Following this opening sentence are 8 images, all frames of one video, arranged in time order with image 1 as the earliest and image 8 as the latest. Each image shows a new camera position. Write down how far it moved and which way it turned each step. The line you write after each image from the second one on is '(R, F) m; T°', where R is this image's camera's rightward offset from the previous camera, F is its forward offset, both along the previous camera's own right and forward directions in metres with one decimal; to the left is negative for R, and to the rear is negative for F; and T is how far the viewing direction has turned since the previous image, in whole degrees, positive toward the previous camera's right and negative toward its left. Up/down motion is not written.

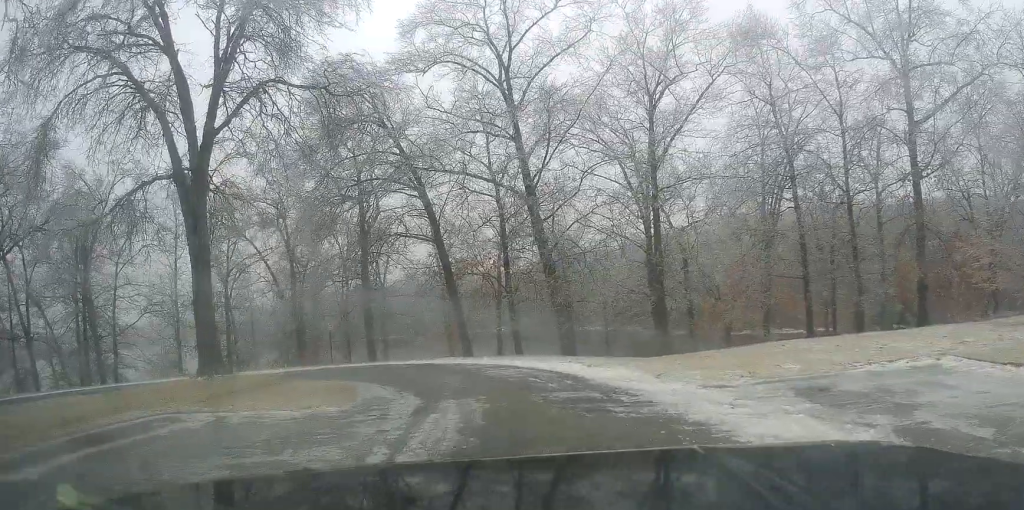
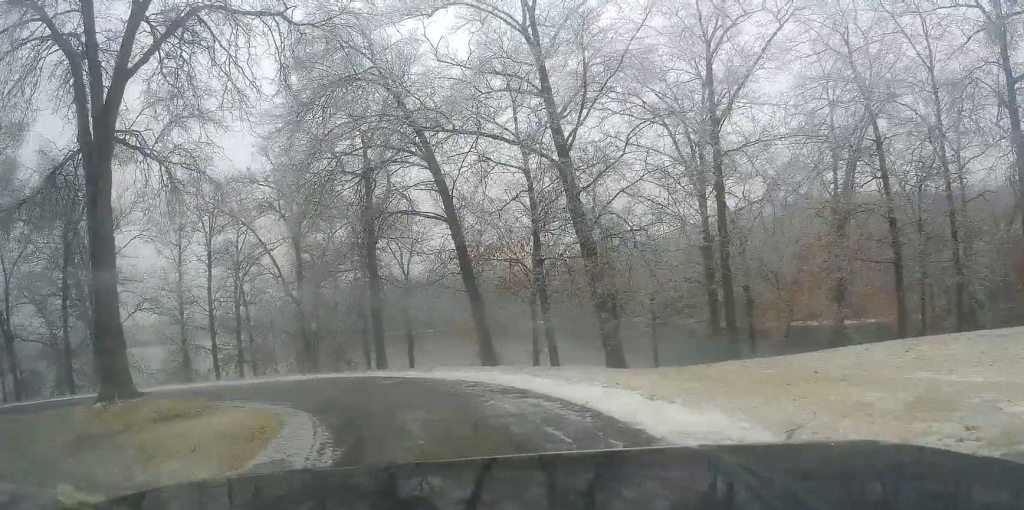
(+0.6, +6.9) m; -2°
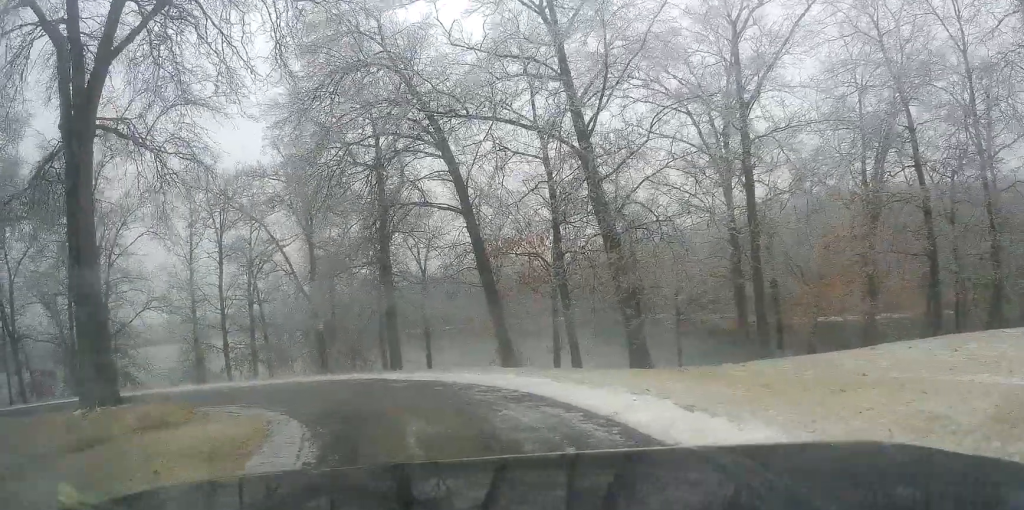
(-0.3, +1.5) m; -4°
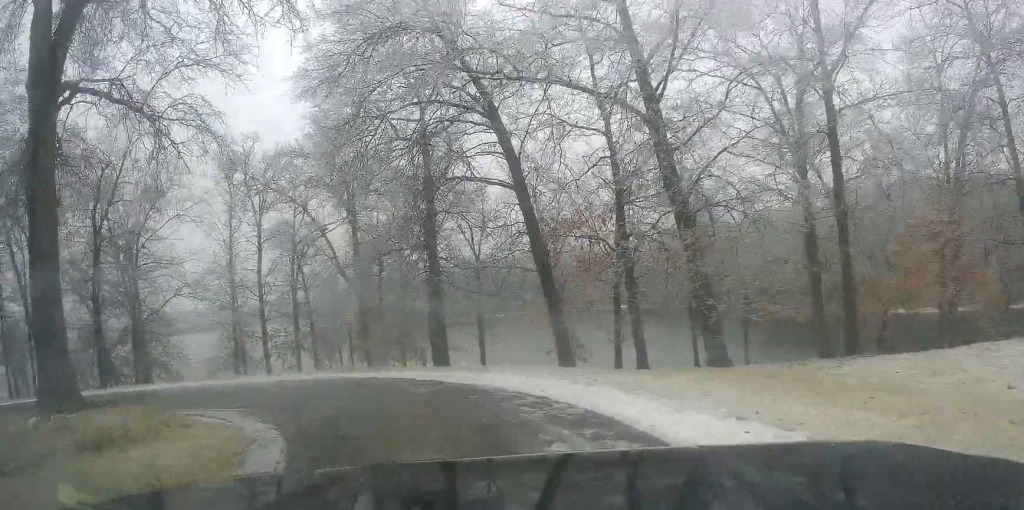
(+0.2, +3.2) m; -7°
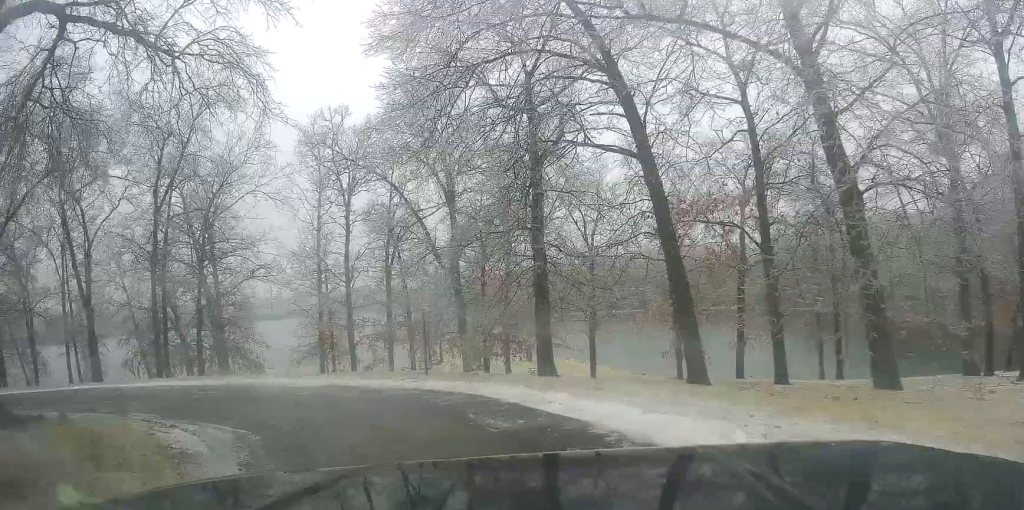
(-0.9, +4.8) m; -14°
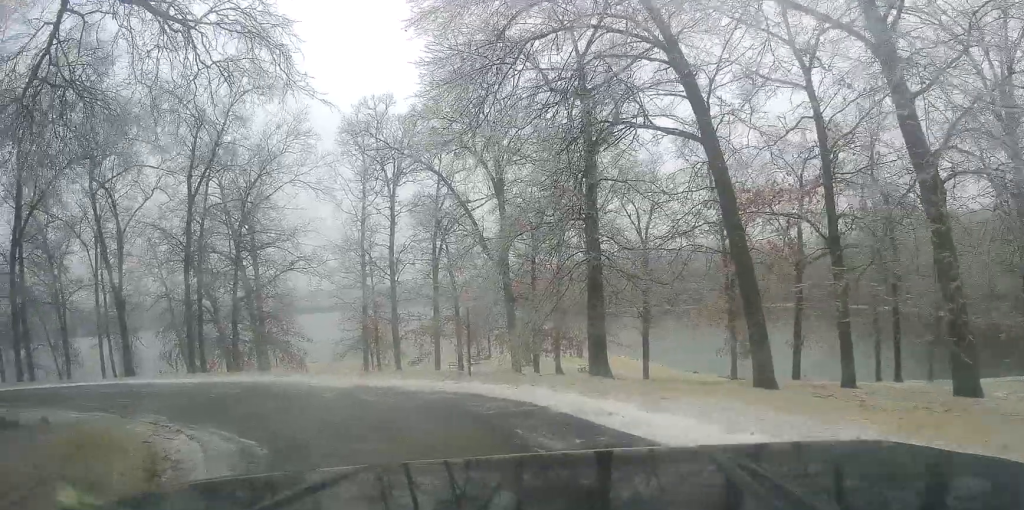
(+0.1, +1.6) m; -3°
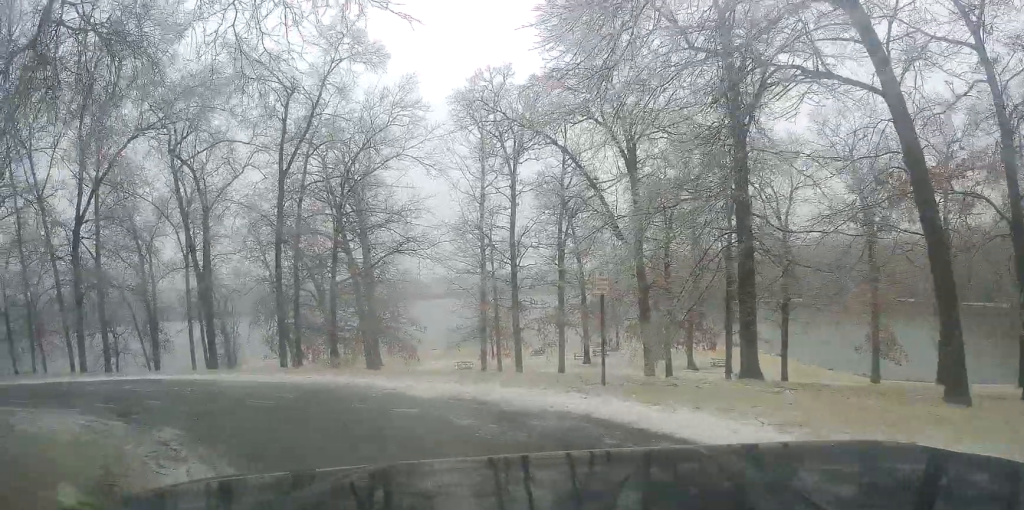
(-0.3, +3.7) m; -15°
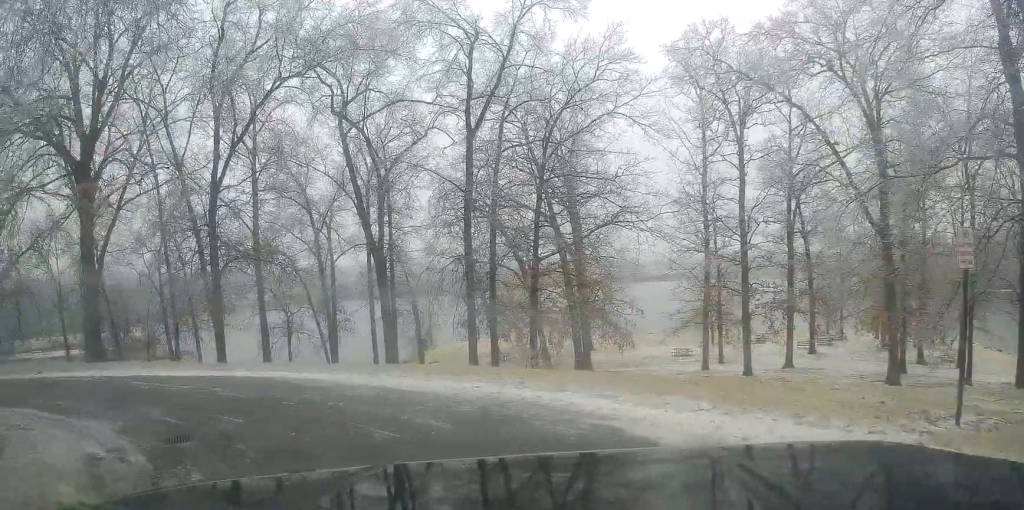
(-1.0, +5.1) m; -17°
